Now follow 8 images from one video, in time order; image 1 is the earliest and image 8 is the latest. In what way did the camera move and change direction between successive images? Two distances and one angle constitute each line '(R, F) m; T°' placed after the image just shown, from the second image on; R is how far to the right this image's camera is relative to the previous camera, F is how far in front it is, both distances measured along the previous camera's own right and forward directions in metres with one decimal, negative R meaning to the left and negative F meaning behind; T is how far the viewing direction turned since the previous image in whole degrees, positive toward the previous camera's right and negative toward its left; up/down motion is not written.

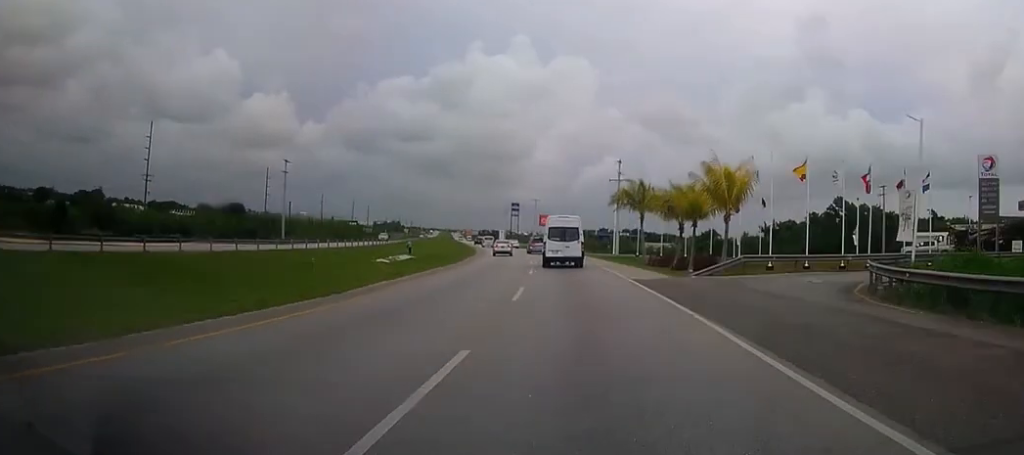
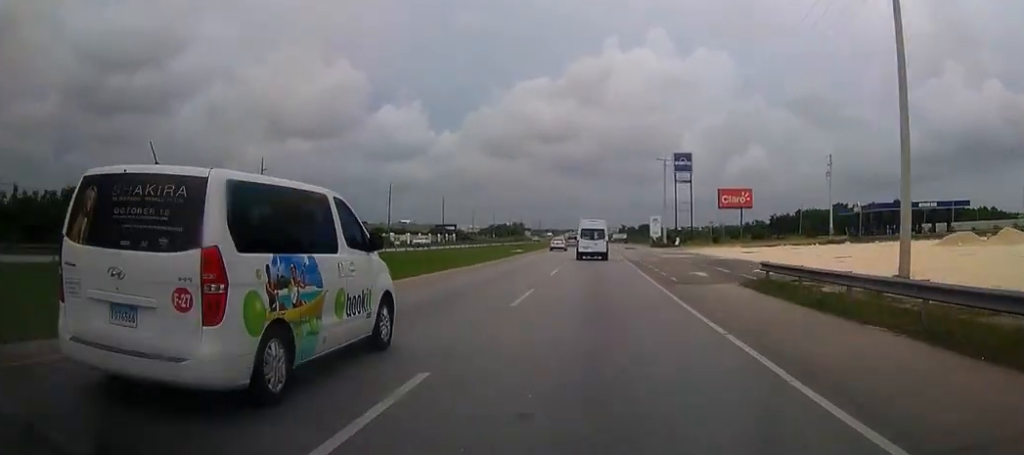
(-18.8, +152.3) m; -11°
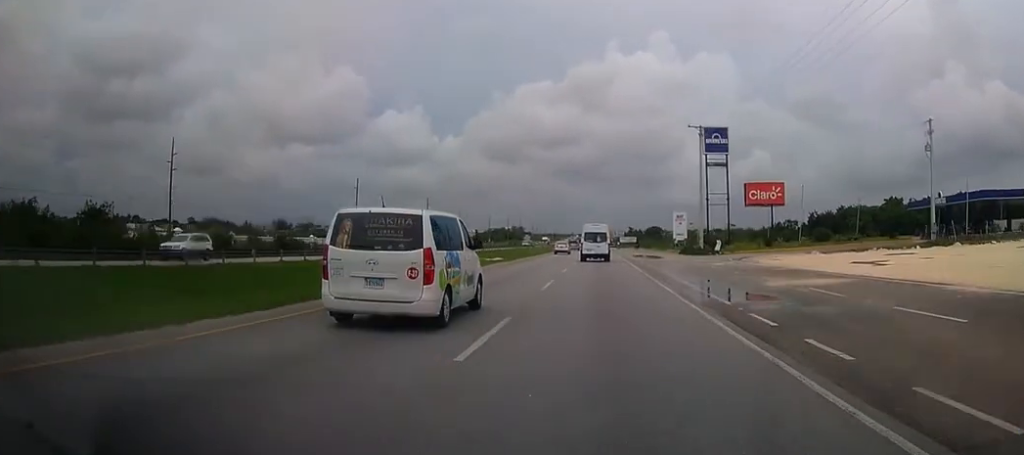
(-0.2, +32.4) m; 0°
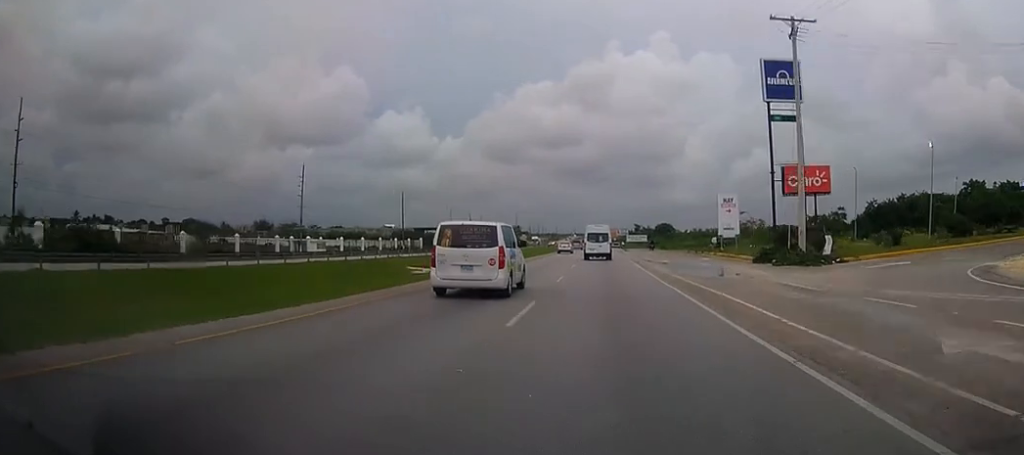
(-0.2, +34.7) m; 0°
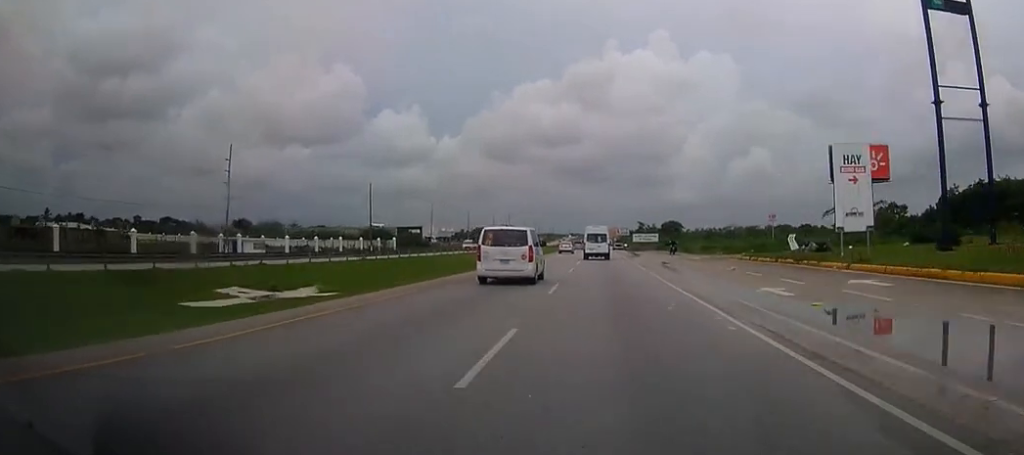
(-0.2, +30.0) m; 0°
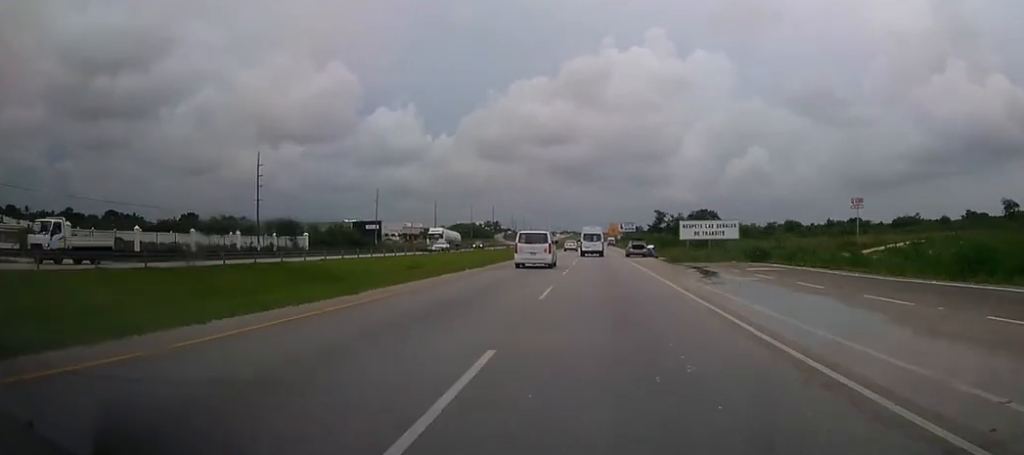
(+0.3, +66.0) m; 0°
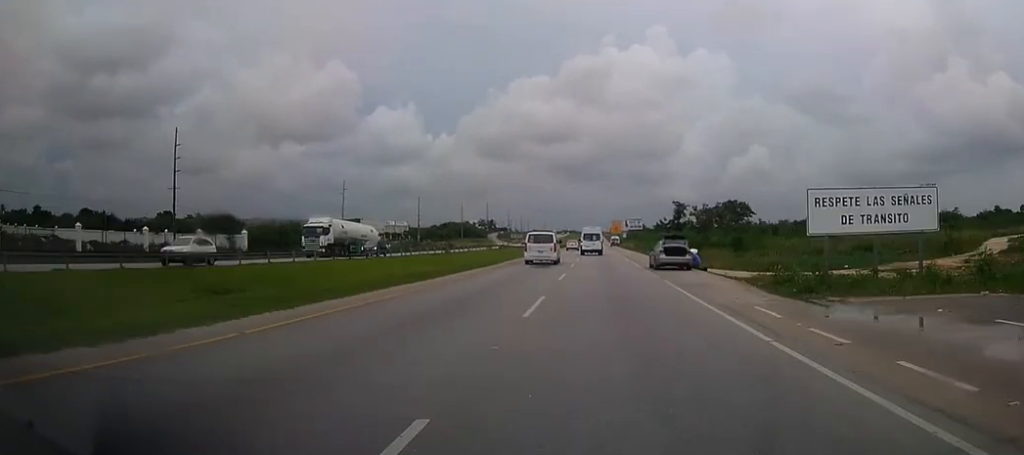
(-0.1, +28.2) m; 0°
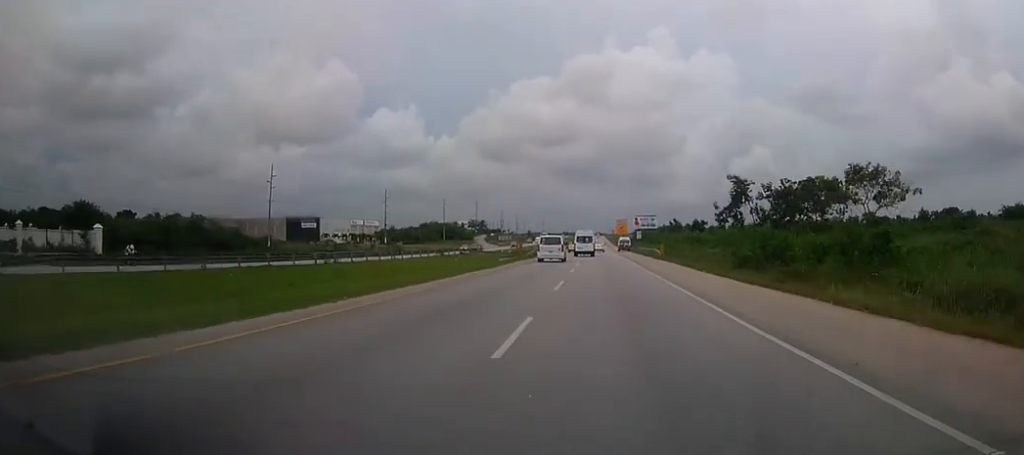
(0.0, +42.4) m; 0°
